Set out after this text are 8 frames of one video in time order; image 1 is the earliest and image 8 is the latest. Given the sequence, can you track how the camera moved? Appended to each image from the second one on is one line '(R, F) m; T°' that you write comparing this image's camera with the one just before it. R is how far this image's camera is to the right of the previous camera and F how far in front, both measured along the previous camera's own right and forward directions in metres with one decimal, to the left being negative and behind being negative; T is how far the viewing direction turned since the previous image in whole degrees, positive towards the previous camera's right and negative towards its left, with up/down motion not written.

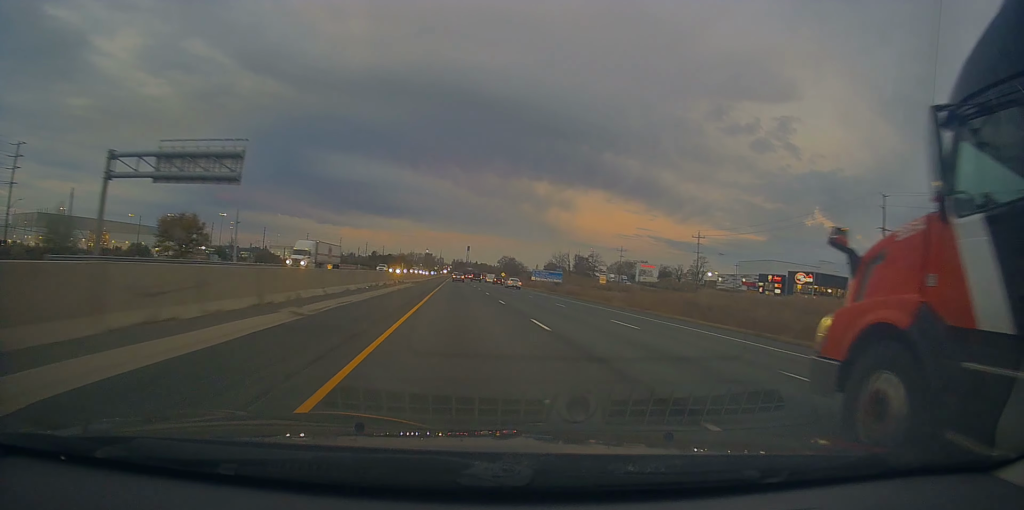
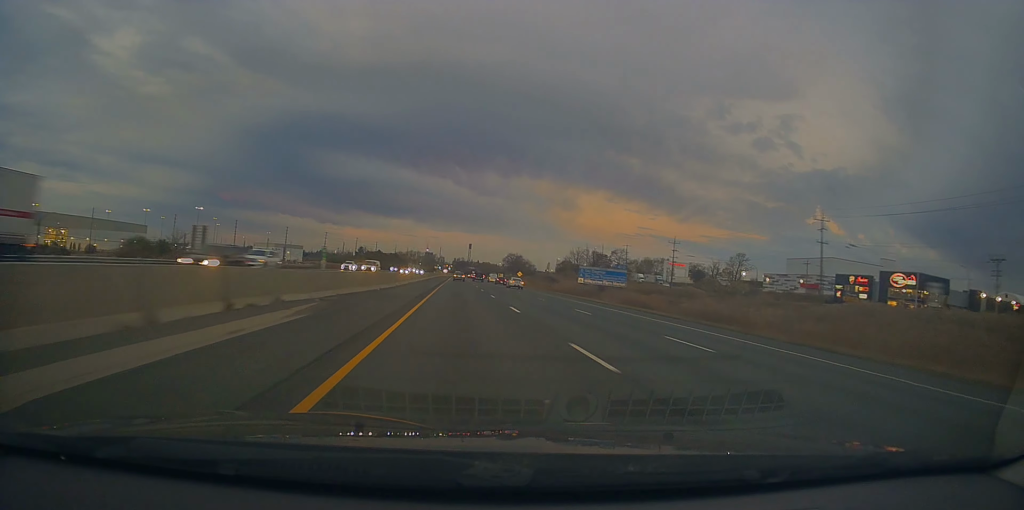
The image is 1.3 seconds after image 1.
(+0.1, +42.3) m; 0°
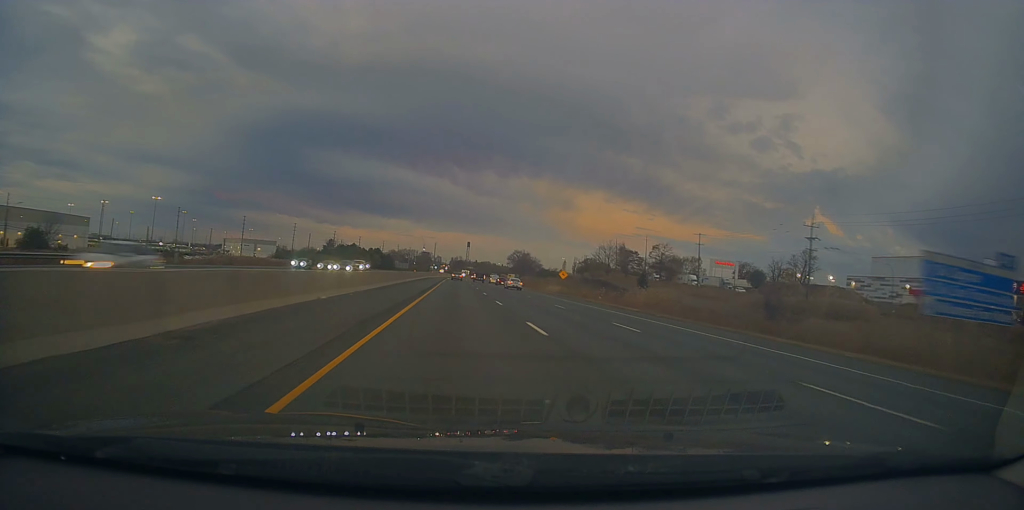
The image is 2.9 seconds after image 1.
(+0.1, +56.2) m; 0°
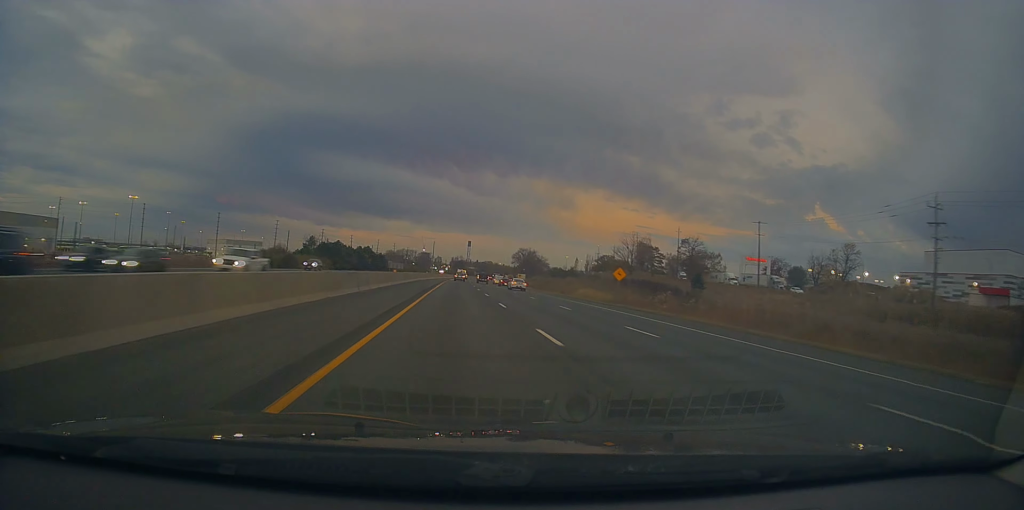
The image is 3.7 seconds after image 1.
(0.0, +26.1) m; 0°
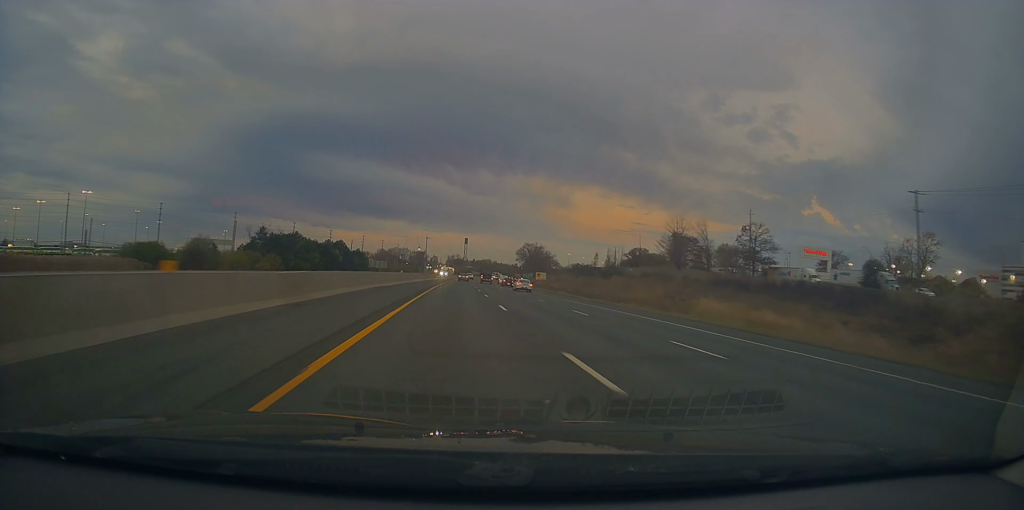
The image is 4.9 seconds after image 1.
(-0.4, +41.1) m; 0°
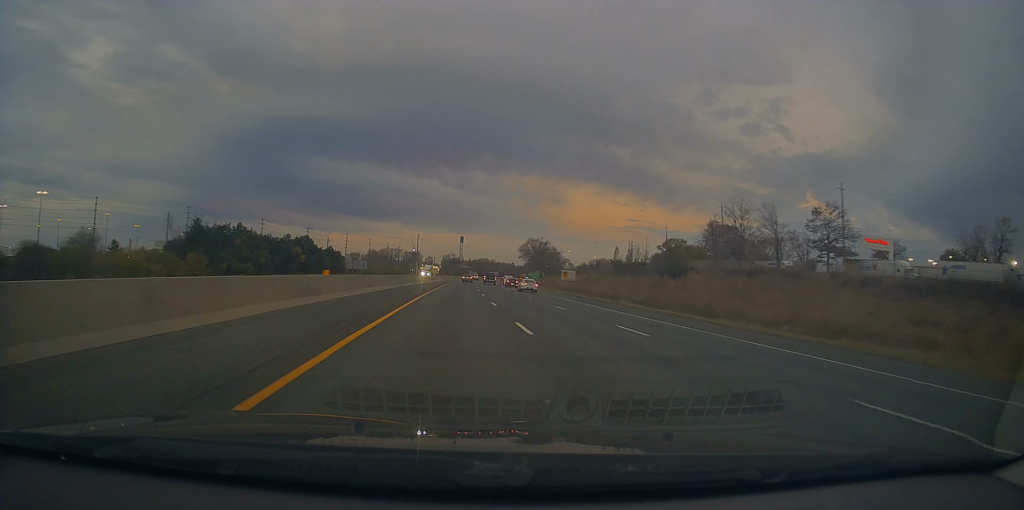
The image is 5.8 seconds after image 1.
(+0.1, +32.2) m; +1°
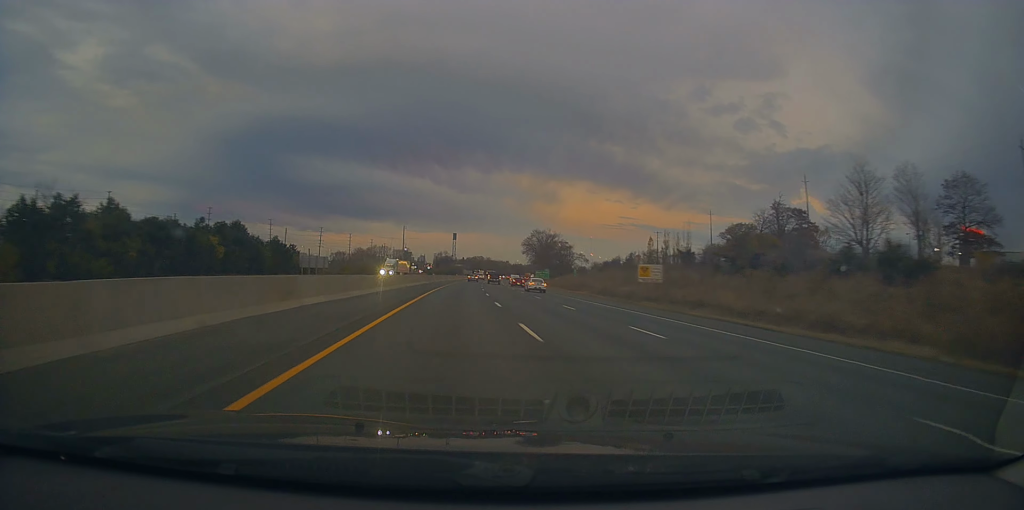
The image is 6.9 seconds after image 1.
(+0.7, +38.1) m; +1°
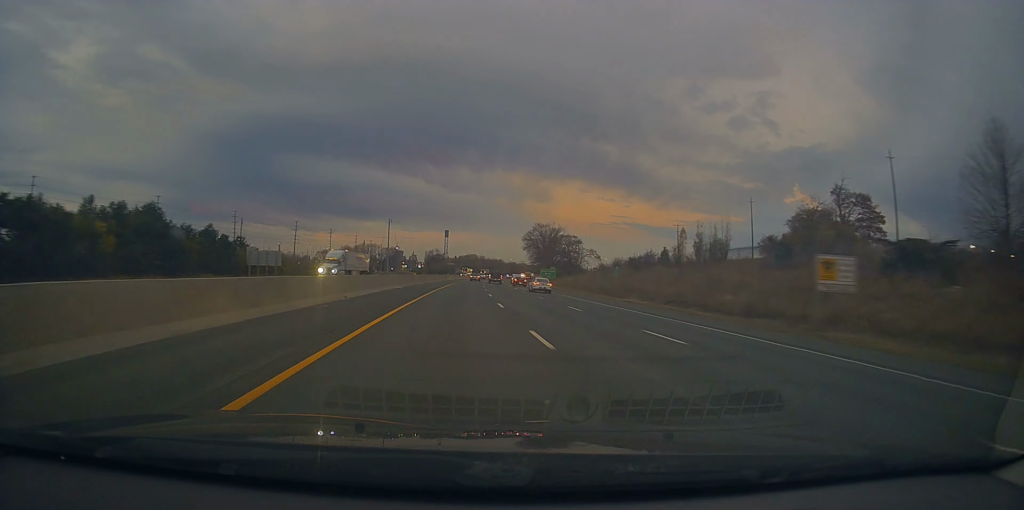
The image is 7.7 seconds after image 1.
(0.0, +25.5) m; 0°
